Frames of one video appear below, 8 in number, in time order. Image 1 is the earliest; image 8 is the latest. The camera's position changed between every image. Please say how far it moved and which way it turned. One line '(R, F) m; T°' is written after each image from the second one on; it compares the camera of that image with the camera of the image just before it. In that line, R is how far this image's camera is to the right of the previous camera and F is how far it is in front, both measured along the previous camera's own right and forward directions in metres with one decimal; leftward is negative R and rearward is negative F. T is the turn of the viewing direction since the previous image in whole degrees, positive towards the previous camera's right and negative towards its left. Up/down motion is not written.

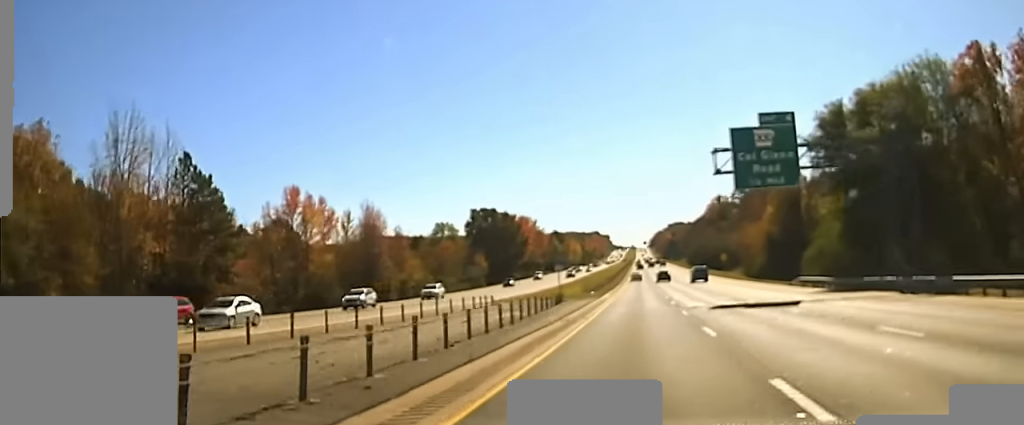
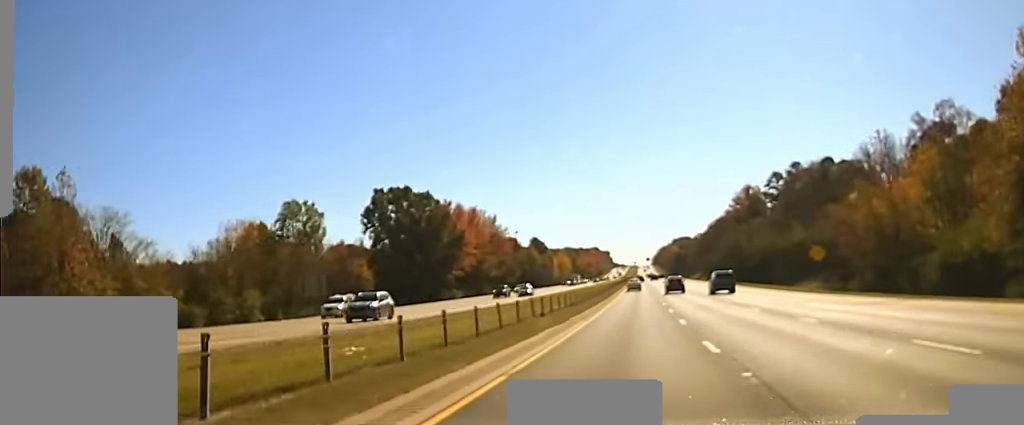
(-0.2, +87.3) m; 0°
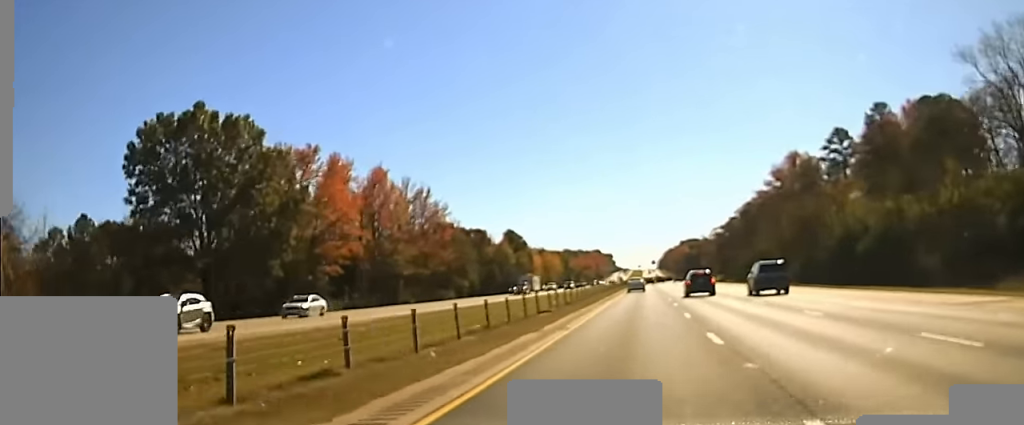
(-0.2, +73.7) m; 0°
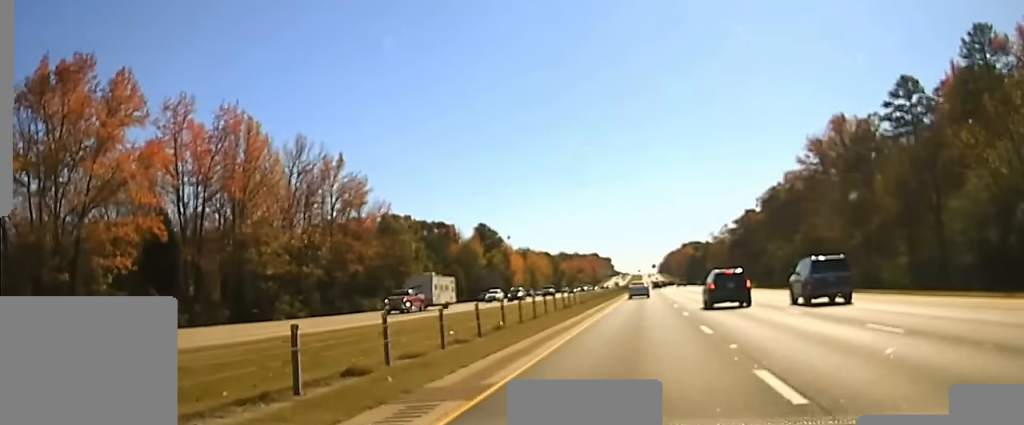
(0.0, +41.1) m; 0°
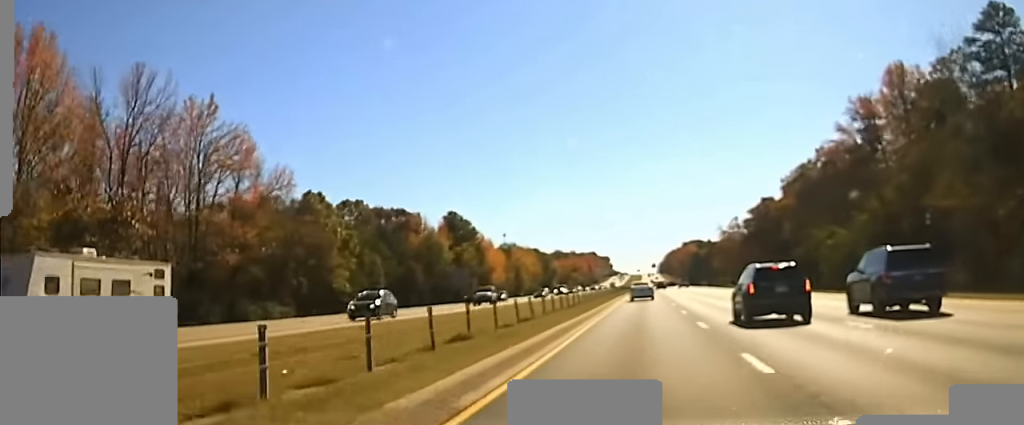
(+0.1, +33.9) m; 0°
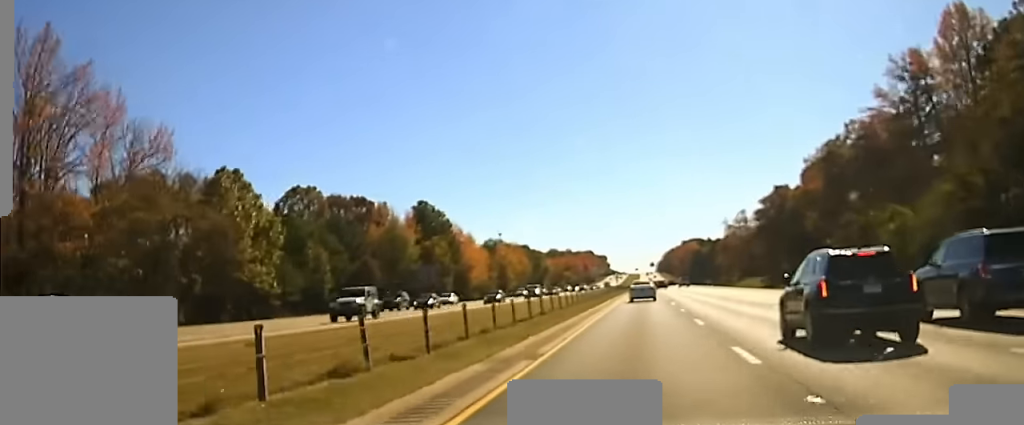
(0.0, +24.6) m; 0°
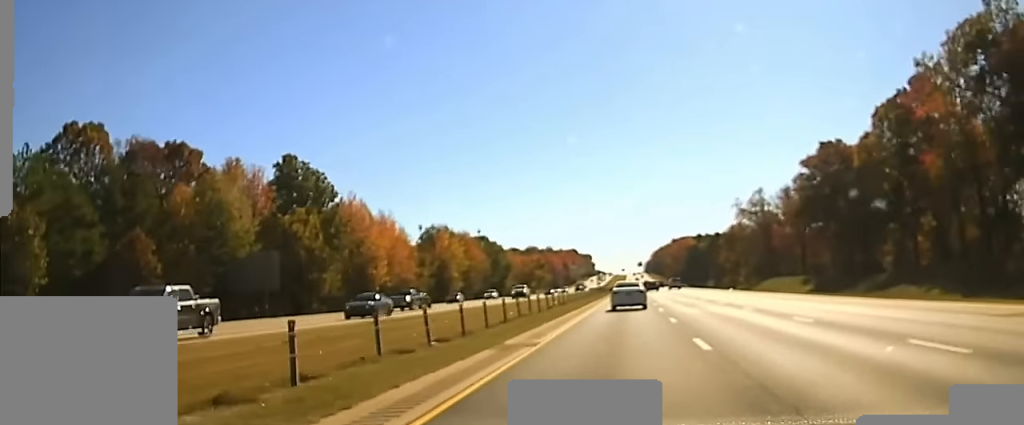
(+0.3, +54.5) m; 0°
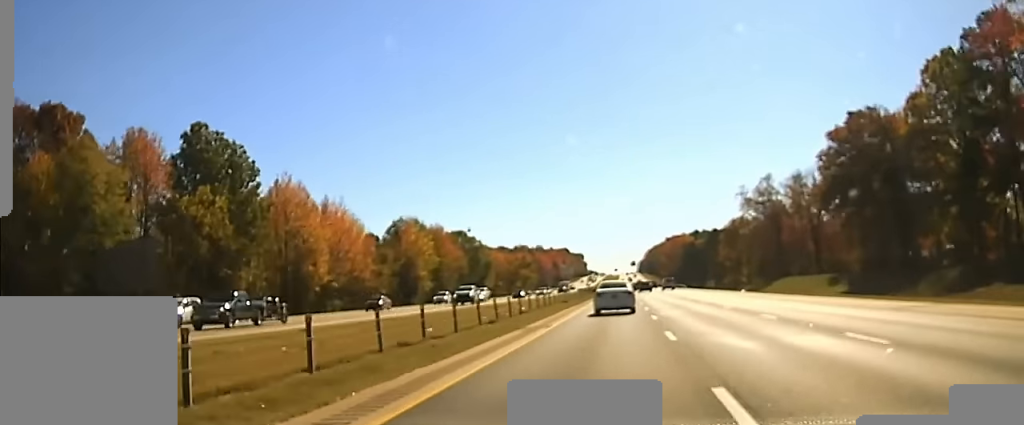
(0.0, +22.6) m; 0°
